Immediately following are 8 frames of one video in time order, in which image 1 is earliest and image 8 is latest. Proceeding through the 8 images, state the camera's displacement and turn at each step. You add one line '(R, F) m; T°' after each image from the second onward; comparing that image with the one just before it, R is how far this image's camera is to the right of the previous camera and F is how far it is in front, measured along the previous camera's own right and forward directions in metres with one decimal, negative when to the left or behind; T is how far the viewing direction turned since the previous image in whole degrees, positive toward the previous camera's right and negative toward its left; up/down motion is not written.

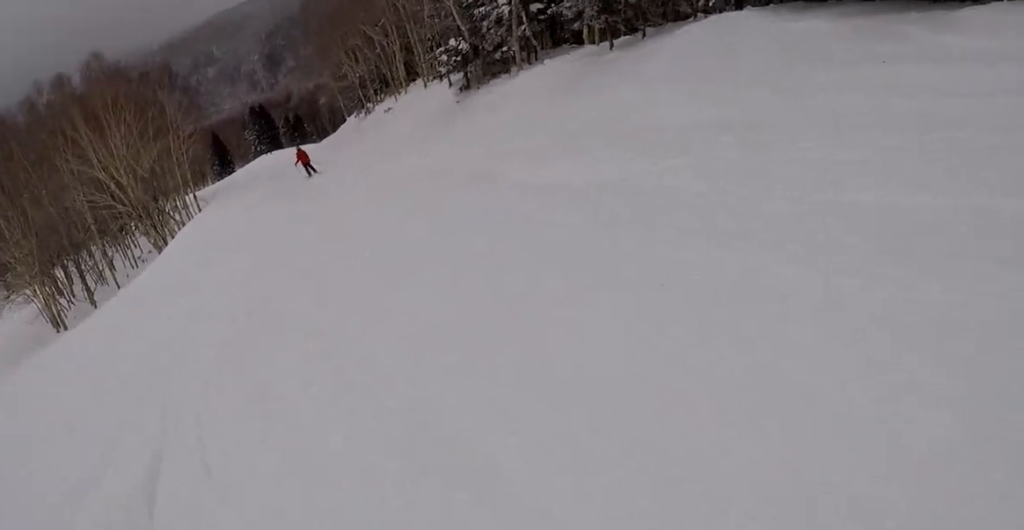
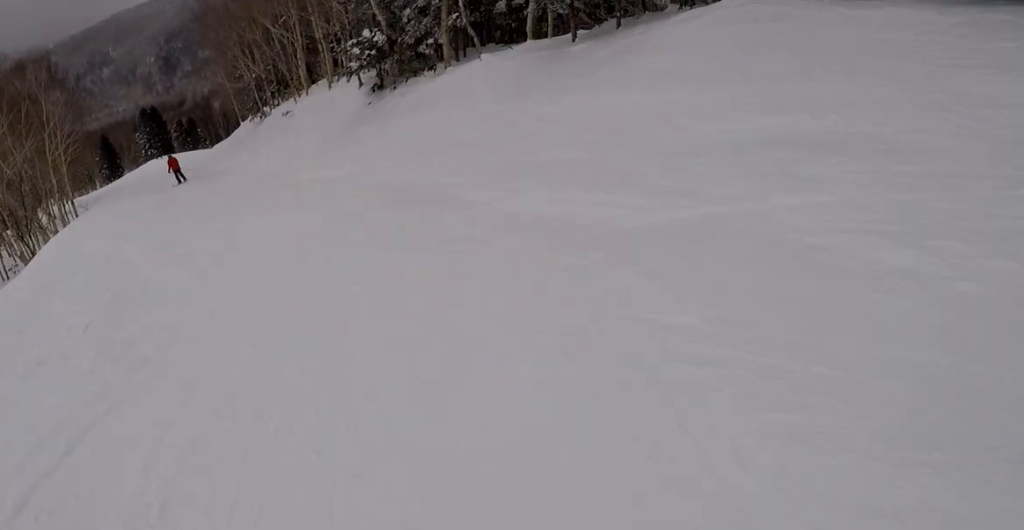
(+0.4, +3.8) m; -3°
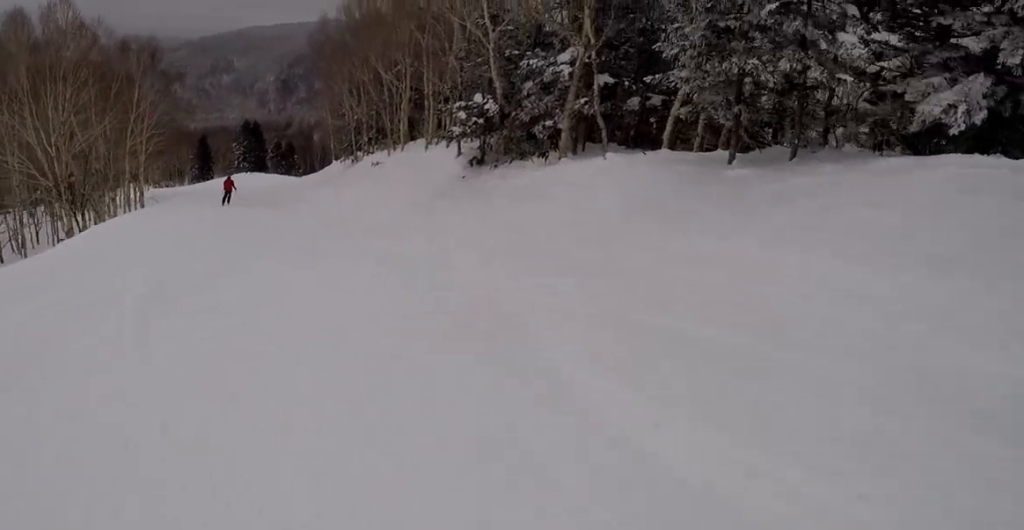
(-0.7, +3.3) m; -10°
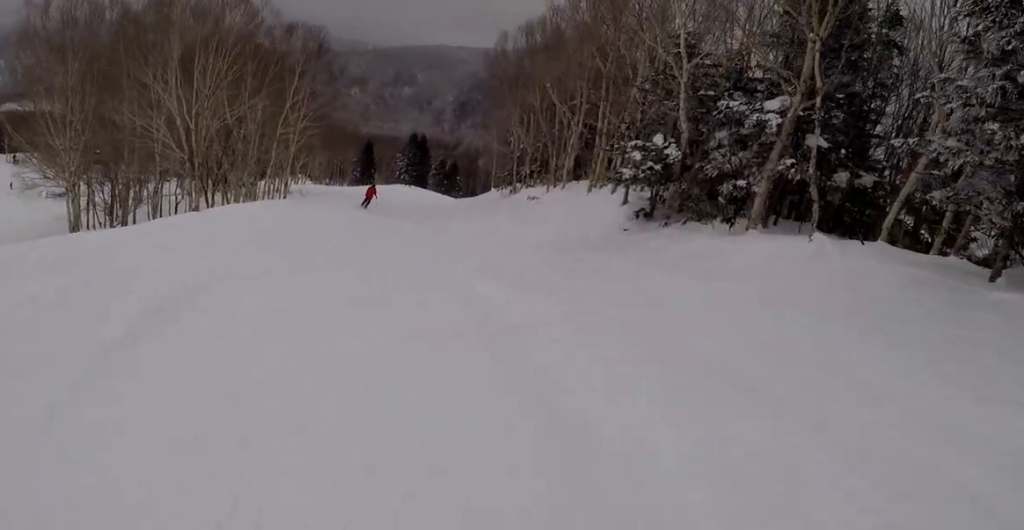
(-0.2, +2.9) m; -5°
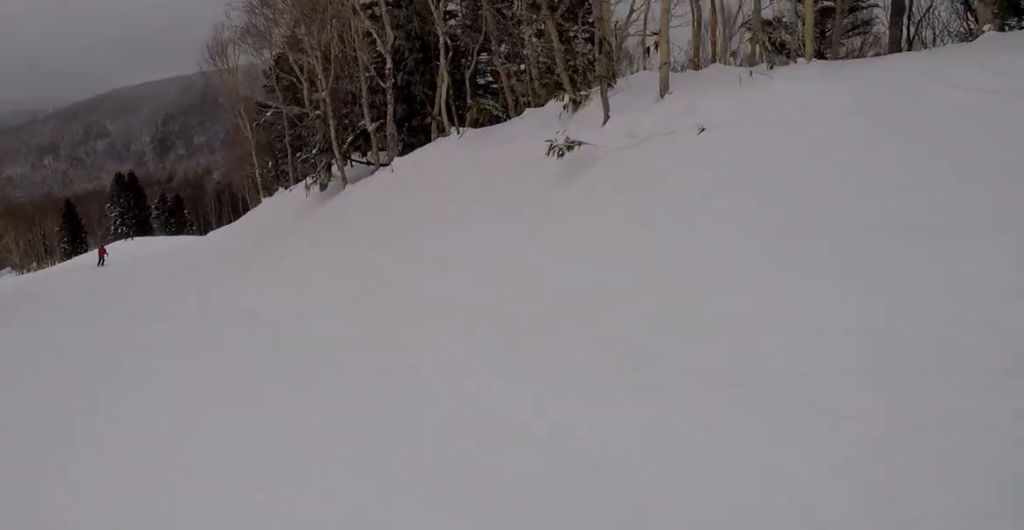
(+3.3, +22.4) m; +12°
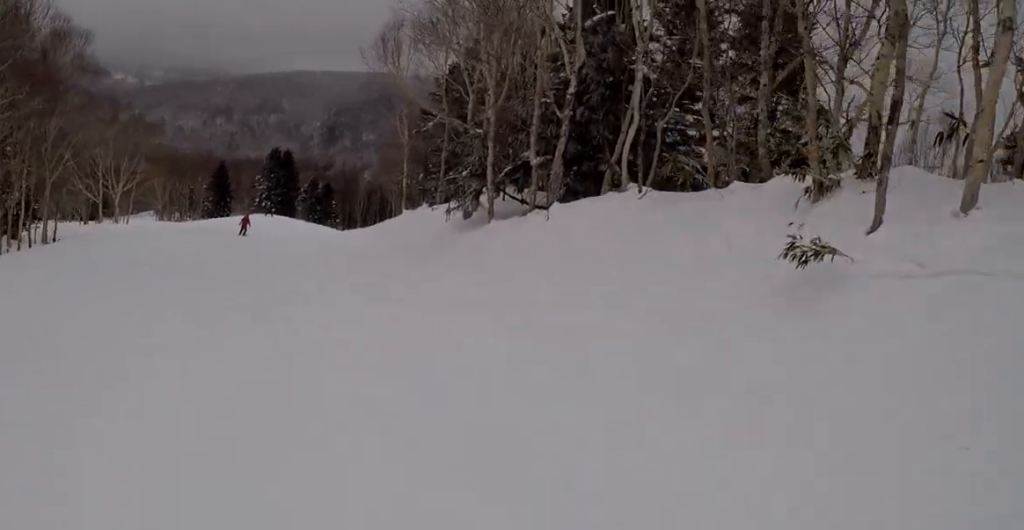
(+0.3, +3.3) m; -5°
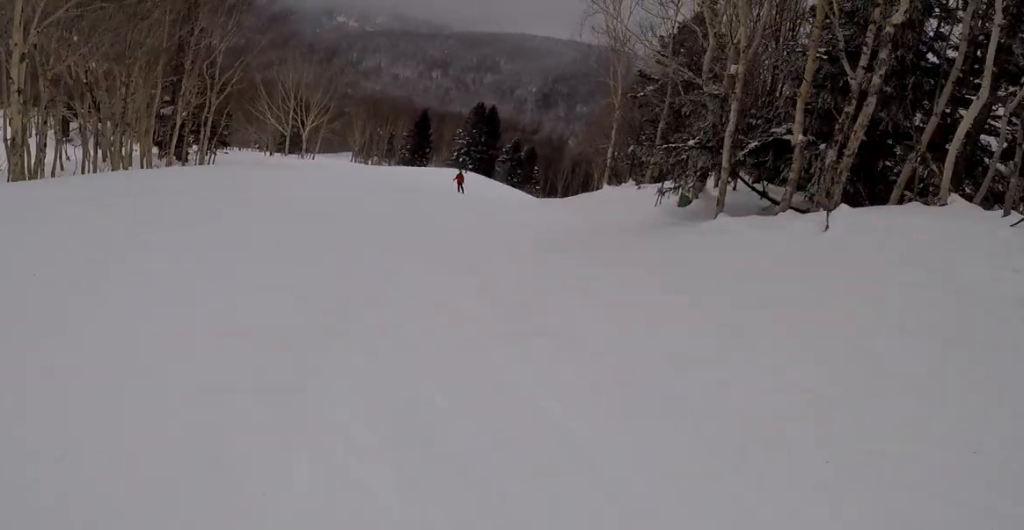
(-0.9, +5.2) m; -10°
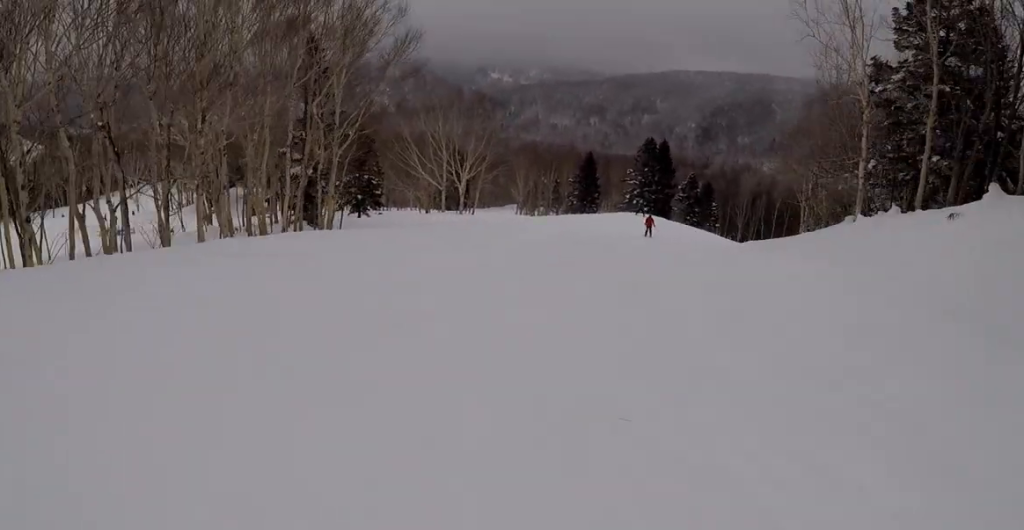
(-0.9, +8.1) m; -6°
